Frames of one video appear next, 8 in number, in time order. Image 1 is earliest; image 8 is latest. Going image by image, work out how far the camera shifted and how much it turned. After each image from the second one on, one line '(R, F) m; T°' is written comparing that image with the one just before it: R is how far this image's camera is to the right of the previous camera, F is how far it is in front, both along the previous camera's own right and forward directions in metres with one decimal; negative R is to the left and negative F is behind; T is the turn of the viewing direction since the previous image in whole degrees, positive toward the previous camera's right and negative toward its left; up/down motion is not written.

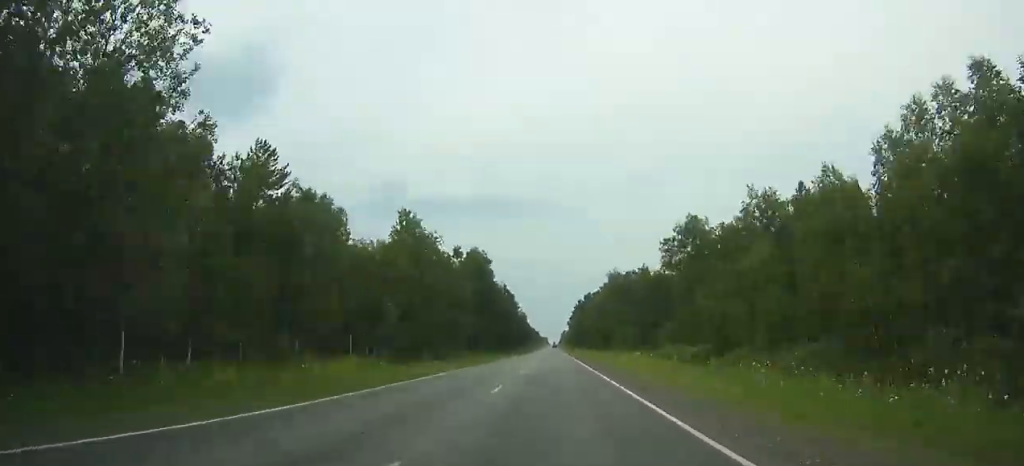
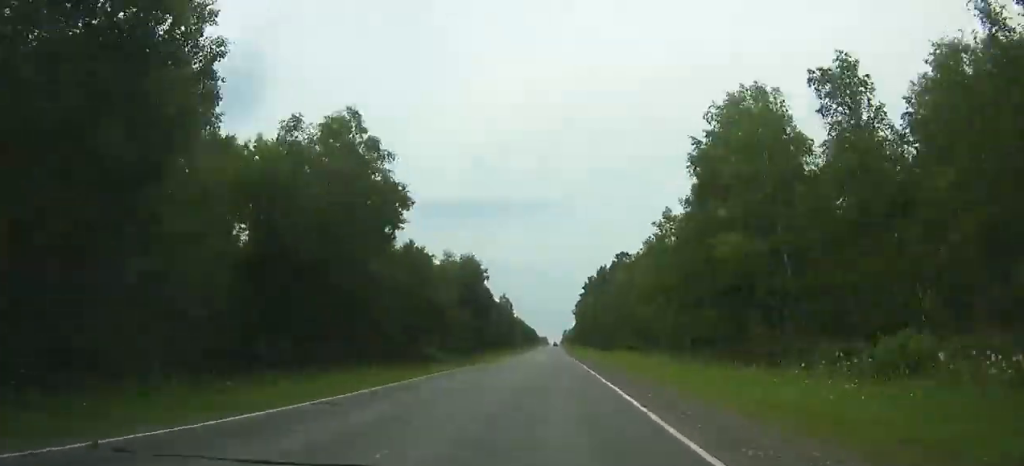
(+0.1, +97.4) m; 0°
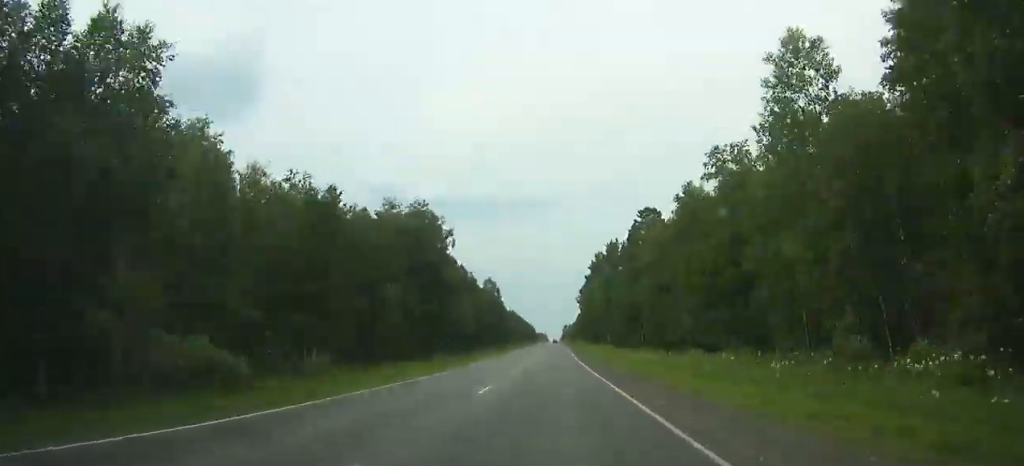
(0.0, +39.8) m; 0°
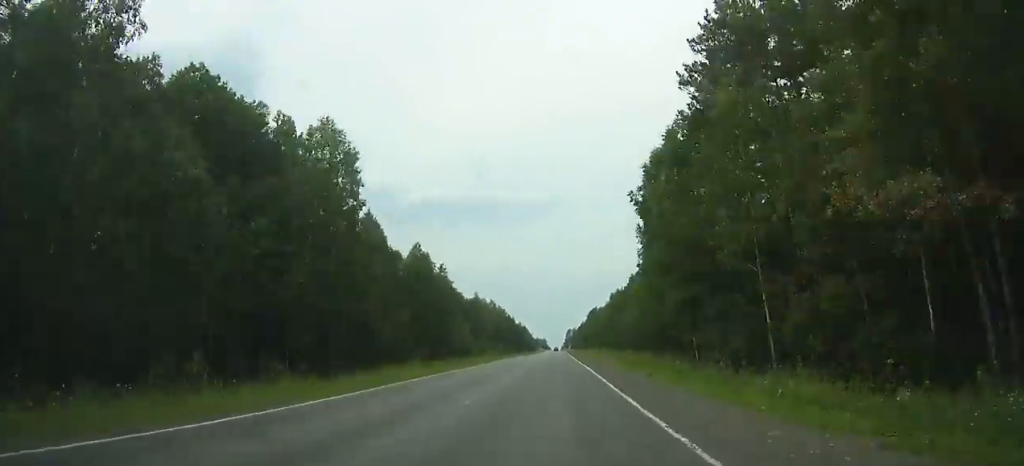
(+0.1, +111.0) m; 0°
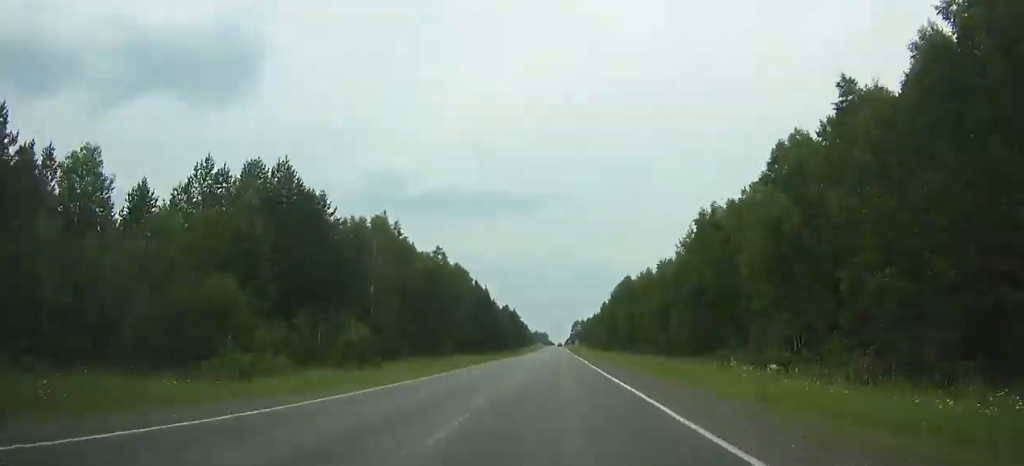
(0.0, +102.1) m; 0°
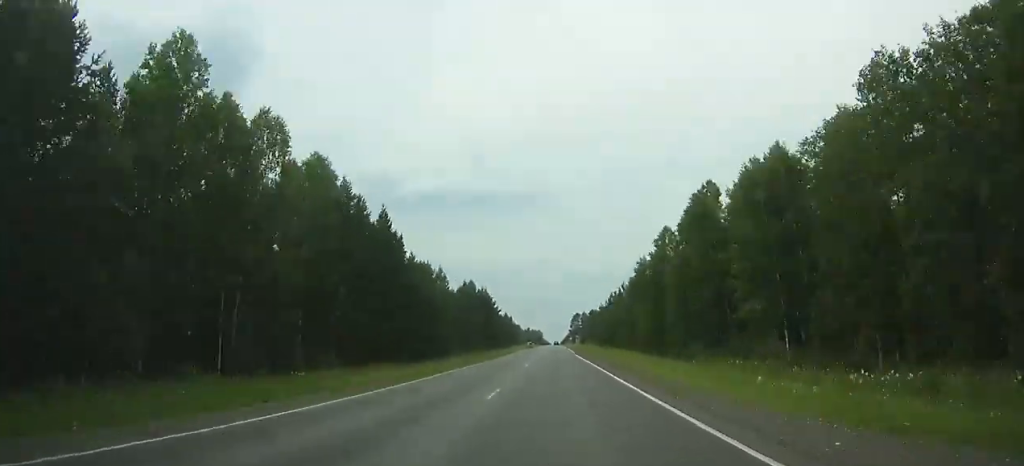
(-0.1, +77.8) m; 0°
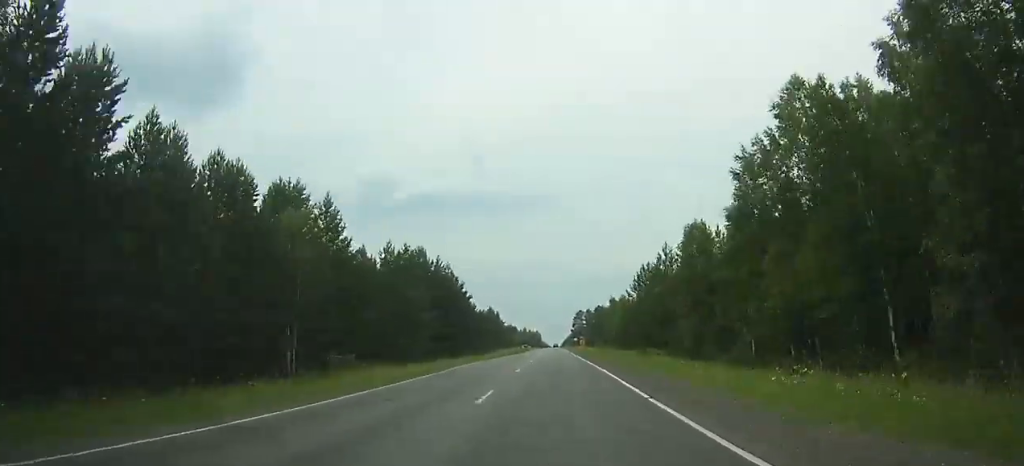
(-0.1, +49.1) m; 0°
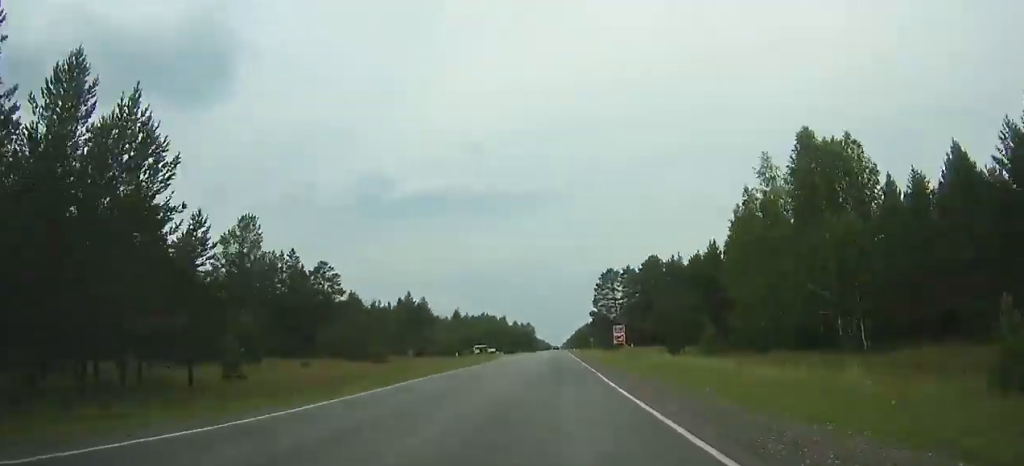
(+0.2, +147.8) m; 0°
